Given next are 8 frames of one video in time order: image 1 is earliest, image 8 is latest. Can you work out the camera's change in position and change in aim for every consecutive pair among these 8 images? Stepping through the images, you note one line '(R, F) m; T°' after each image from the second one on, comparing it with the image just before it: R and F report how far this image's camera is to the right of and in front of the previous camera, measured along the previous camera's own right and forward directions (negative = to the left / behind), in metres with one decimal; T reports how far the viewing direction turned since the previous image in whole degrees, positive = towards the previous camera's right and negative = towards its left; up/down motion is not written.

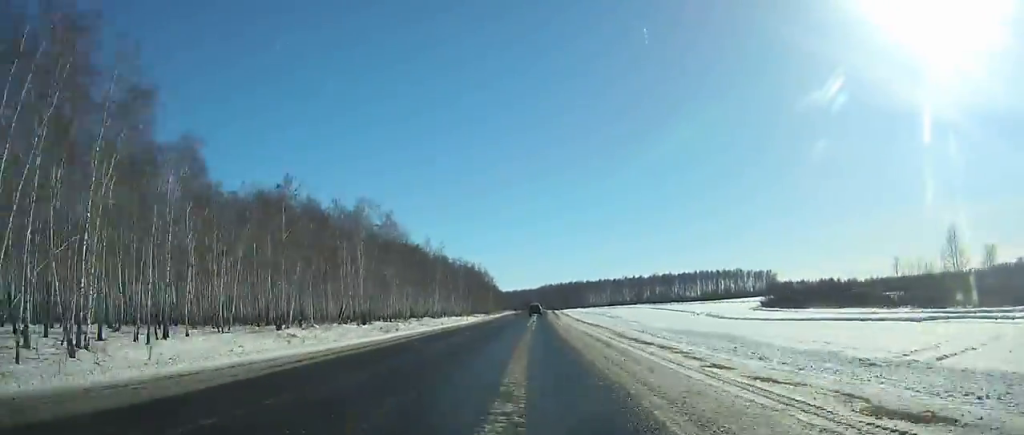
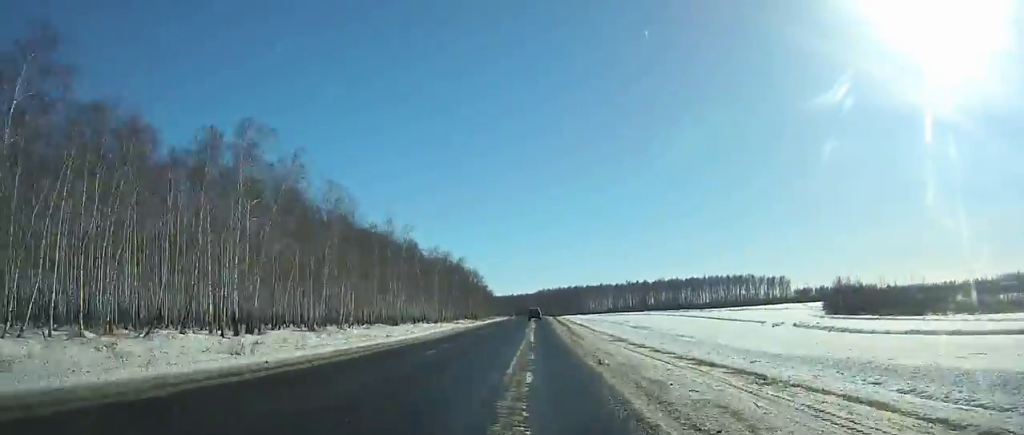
(0.0, +30.2) m; +1°
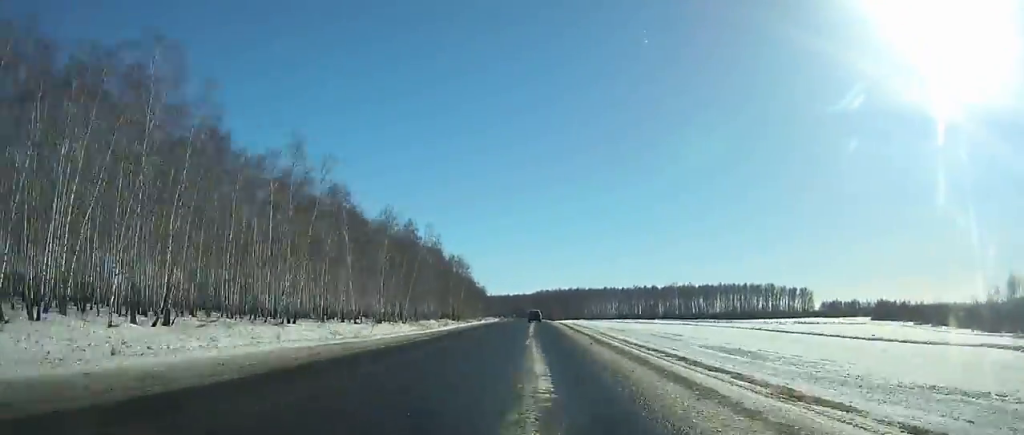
(+0.4, +37.2) m; 0°
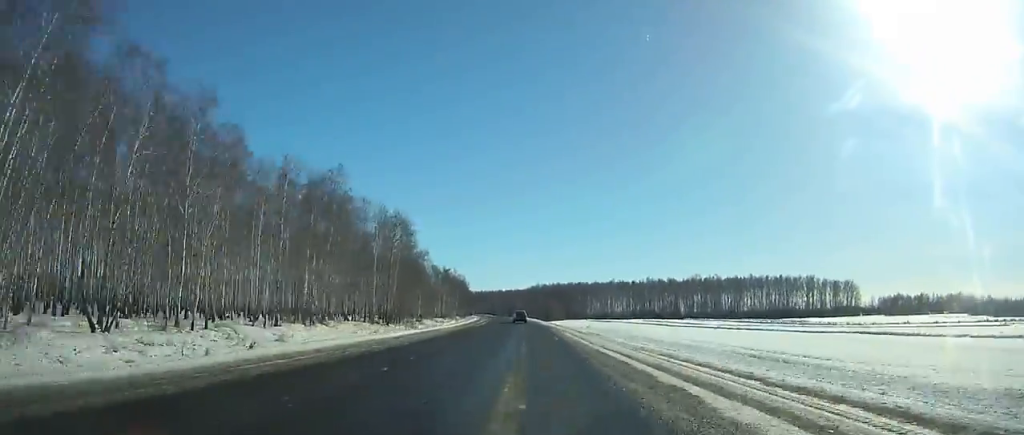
(+0.3, +62.4) m; 0°
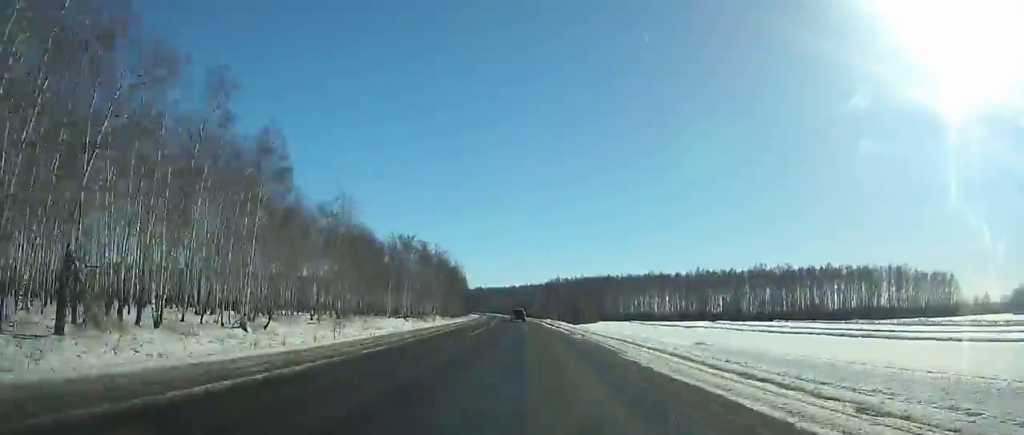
(-0.3, +68.9) m; -1°
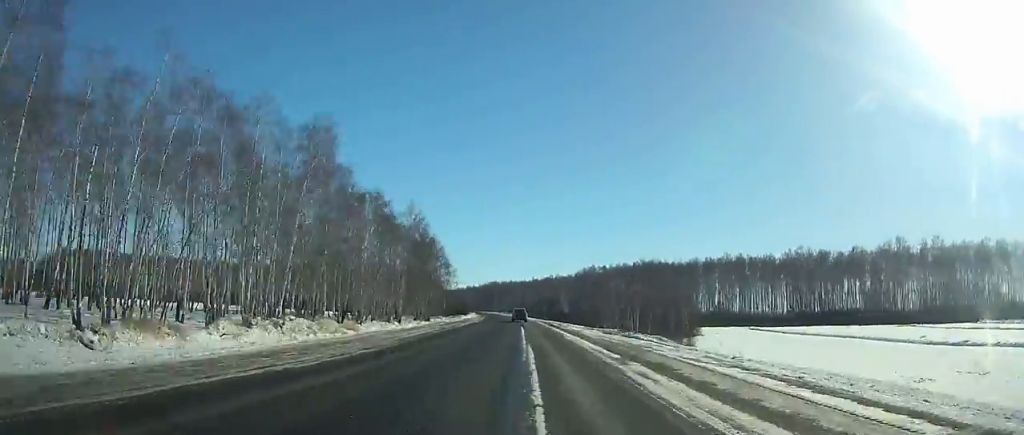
(-1.4, +84.5) m; -2°
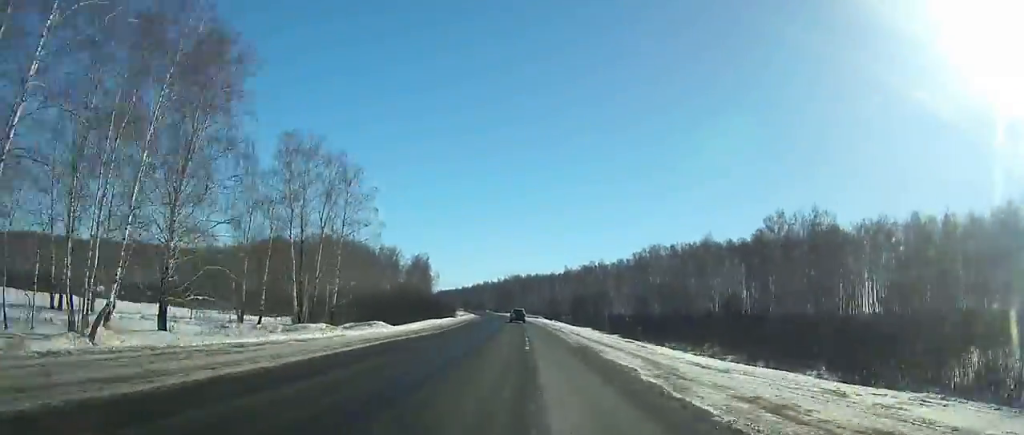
(-1.7, +84.2) m; -3°
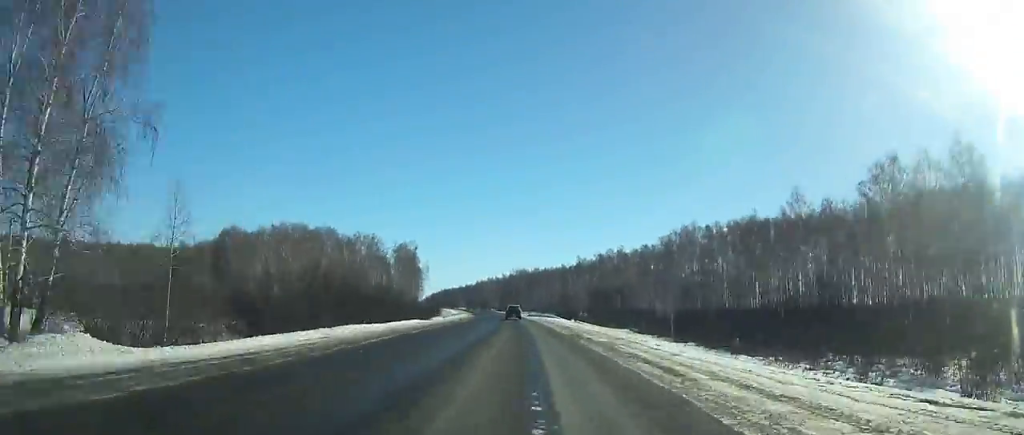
(-0.5, +29.6) m; -1°
